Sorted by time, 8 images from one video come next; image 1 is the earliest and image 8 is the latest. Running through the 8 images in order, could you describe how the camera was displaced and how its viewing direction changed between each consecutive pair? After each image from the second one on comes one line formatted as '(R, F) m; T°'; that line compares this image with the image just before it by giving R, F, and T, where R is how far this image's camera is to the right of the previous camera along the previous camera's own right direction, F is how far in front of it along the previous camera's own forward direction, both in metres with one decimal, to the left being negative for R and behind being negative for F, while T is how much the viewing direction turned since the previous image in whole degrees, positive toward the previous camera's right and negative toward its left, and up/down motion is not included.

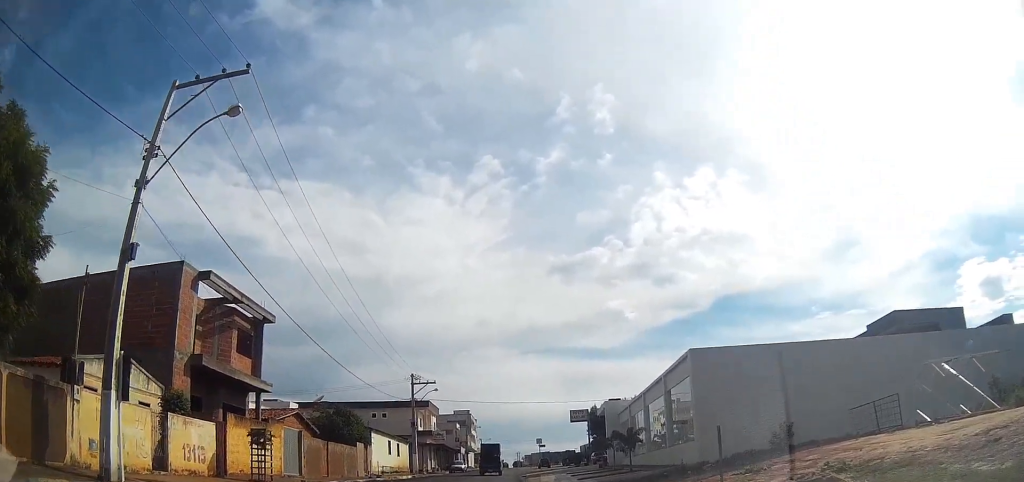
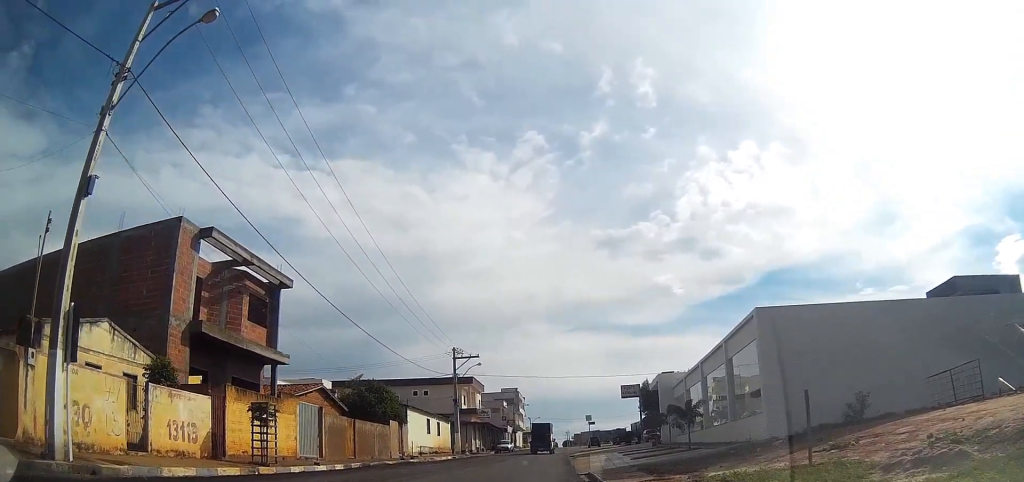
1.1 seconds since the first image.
(+0.2, +4.8) m; -1°
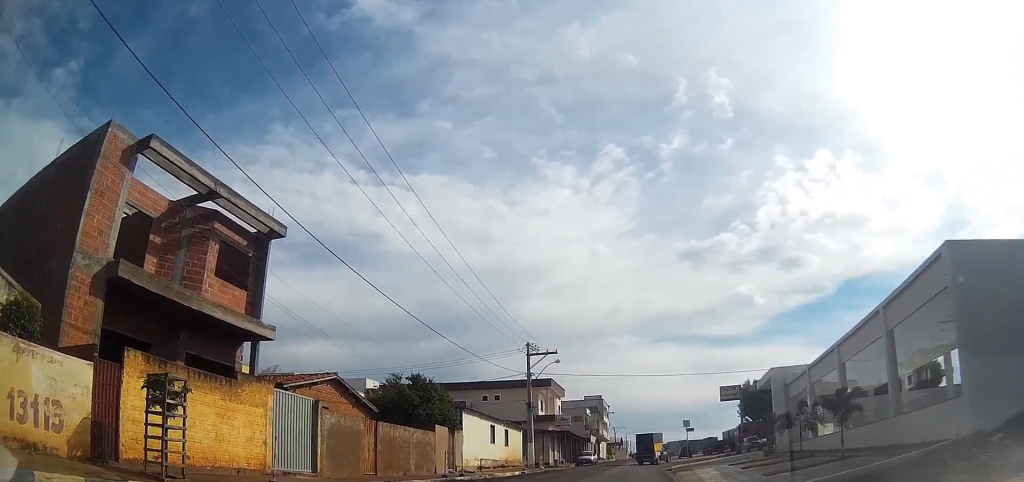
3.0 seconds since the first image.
(-1.2, +7.0) m; -12°
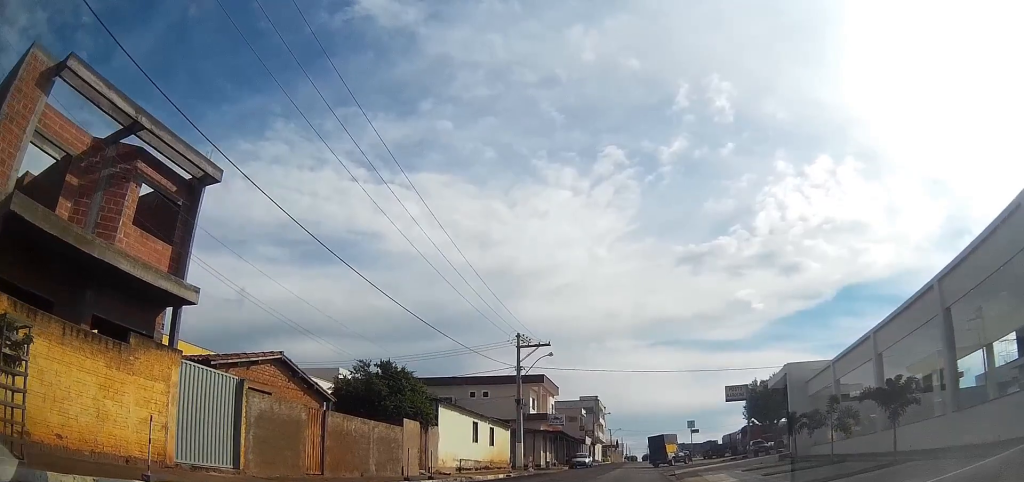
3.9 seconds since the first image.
(+0.1, +3.8) m; +1°
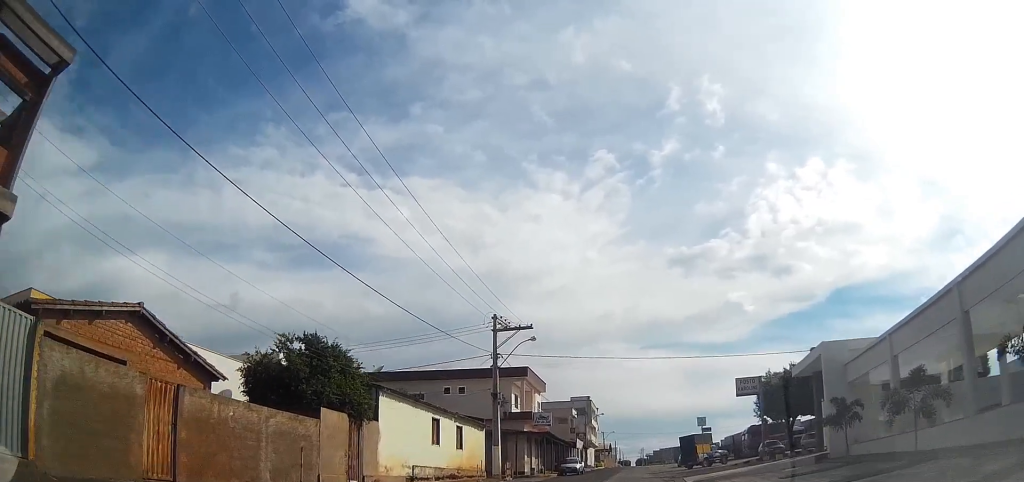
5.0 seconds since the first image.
(0.0, +5.7) m; +1°
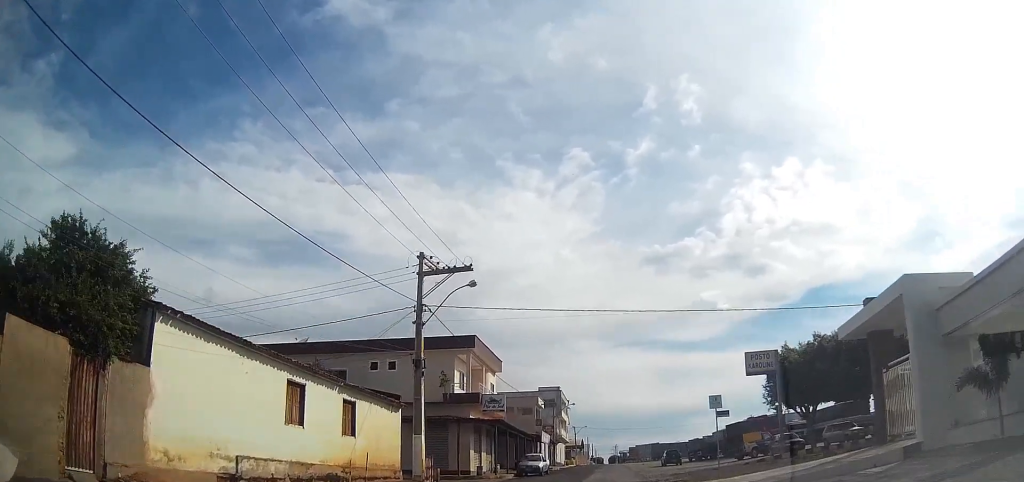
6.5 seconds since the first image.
(+0.2, +9.4) m; +2°
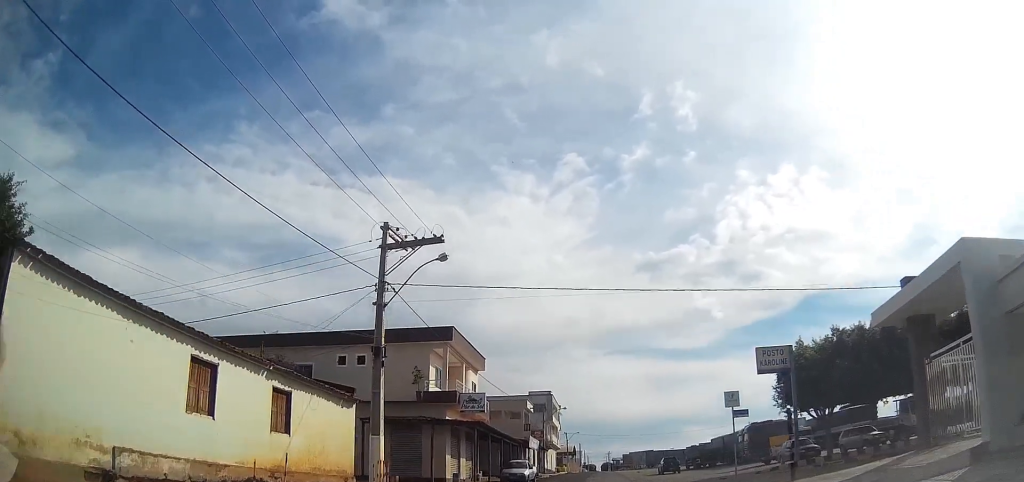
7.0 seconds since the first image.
(0.0, +3.3) m; +1°
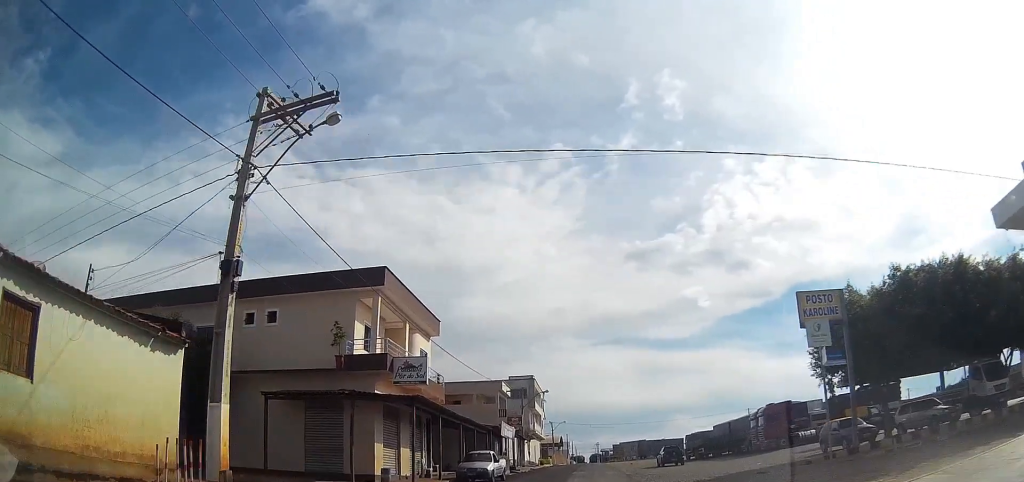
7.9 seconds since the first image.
(+0.1, +7.9) m; +1°
